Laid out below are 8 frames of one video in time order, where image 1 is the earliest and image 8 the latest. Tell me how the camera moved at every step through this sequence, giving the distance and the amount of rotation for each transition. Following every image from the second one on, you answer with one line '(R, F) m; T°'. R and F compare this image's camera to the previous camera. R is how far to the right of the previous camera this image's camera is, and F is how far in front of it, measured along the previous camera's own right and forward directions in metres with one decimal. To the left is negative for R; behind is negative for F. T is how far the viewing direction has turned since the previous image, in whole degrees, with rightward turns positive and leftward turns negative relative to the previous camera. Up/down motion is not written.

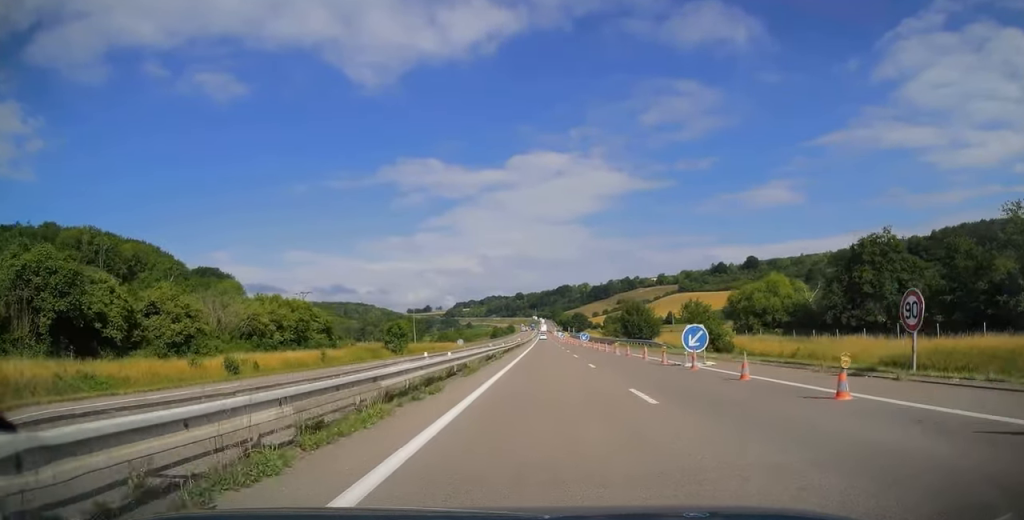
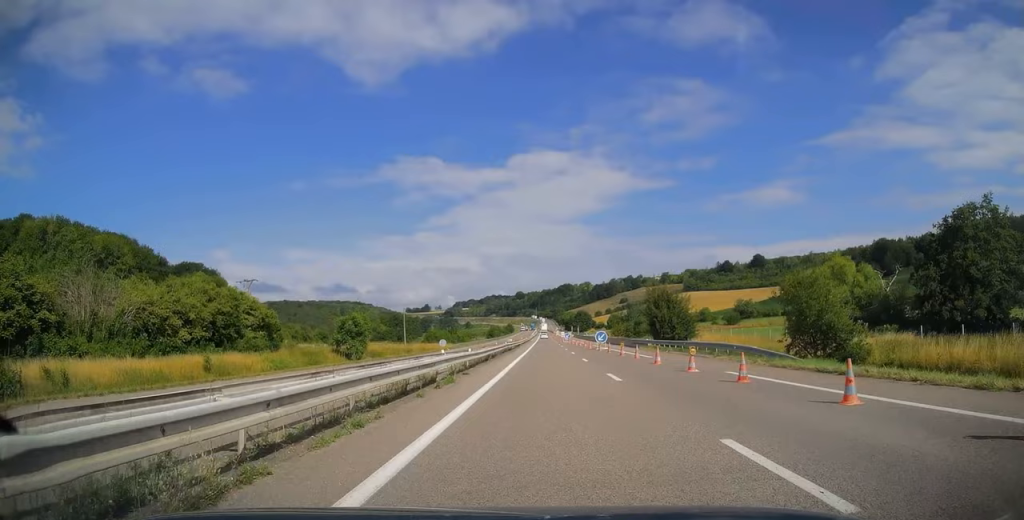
(0.0, +20.5) m; 0°
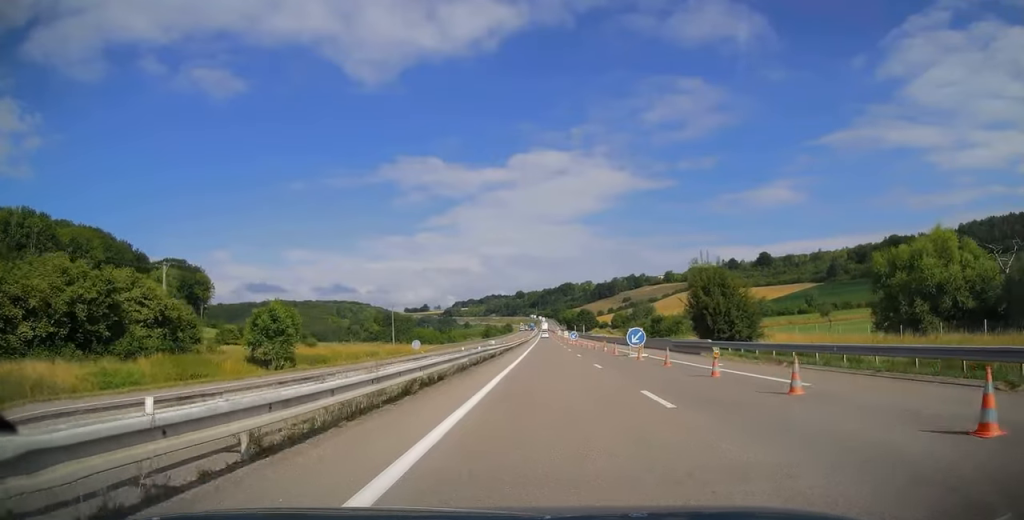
(0.0, +20.1) m; 0°
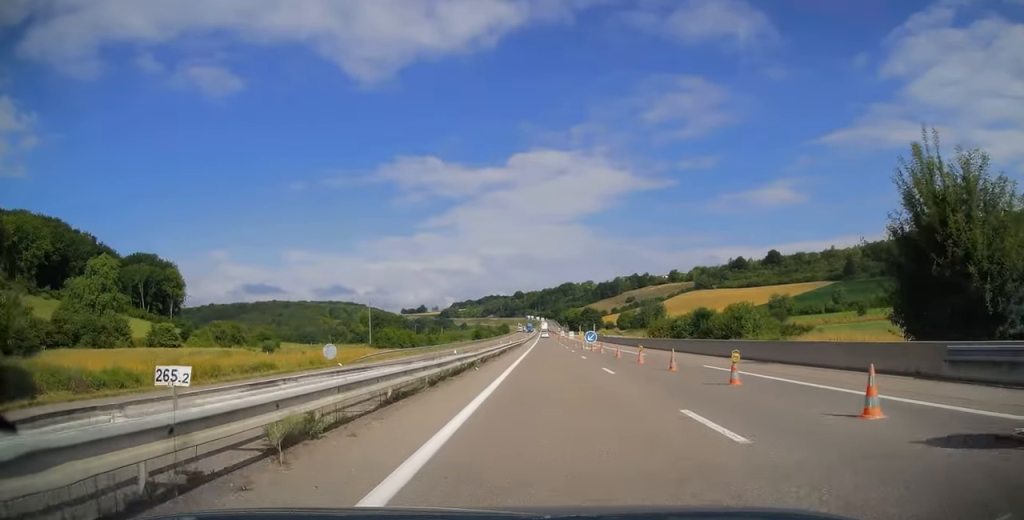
(0.0, +30.0) m; 0°
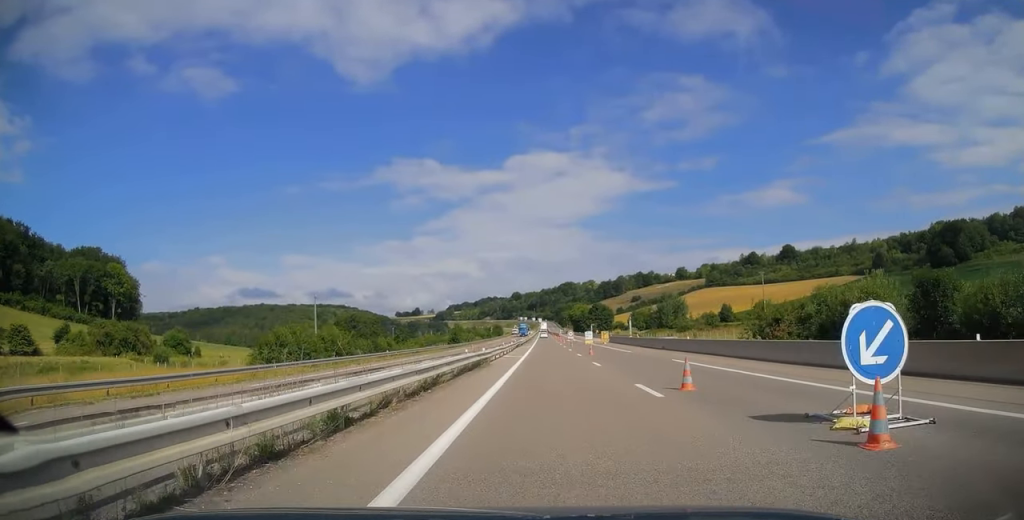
(+0.1, +47.3) m; 0°
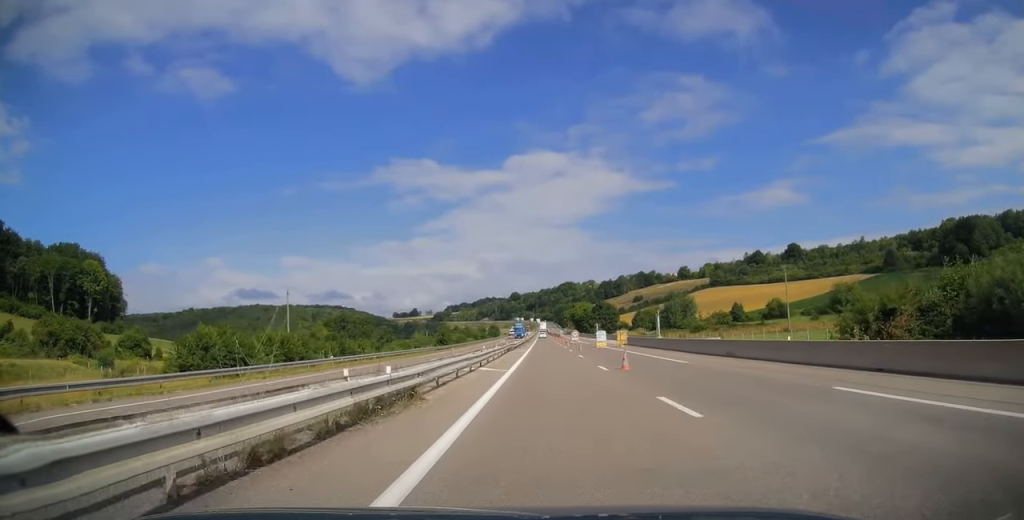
(0.0, +16.5) m; -1°
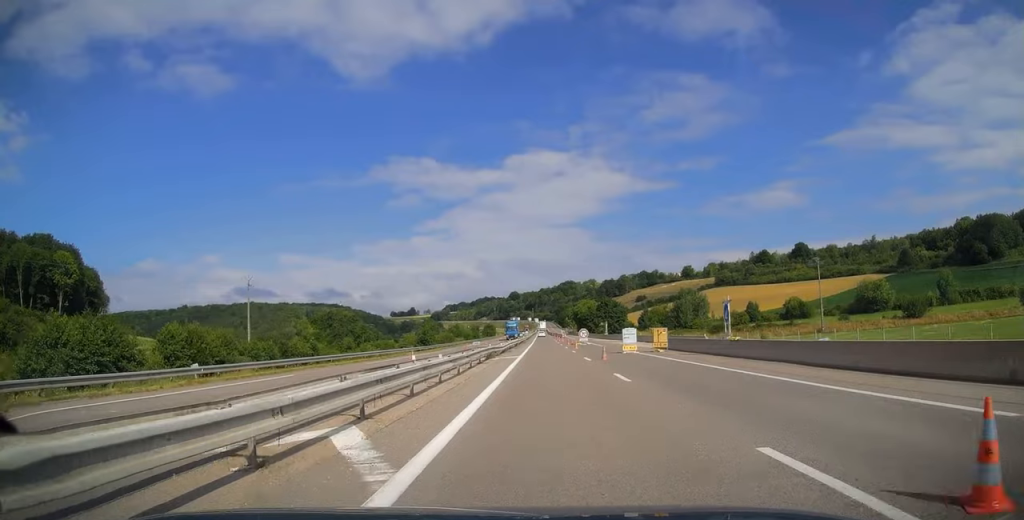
(-0.2, +19.0) m; 0°
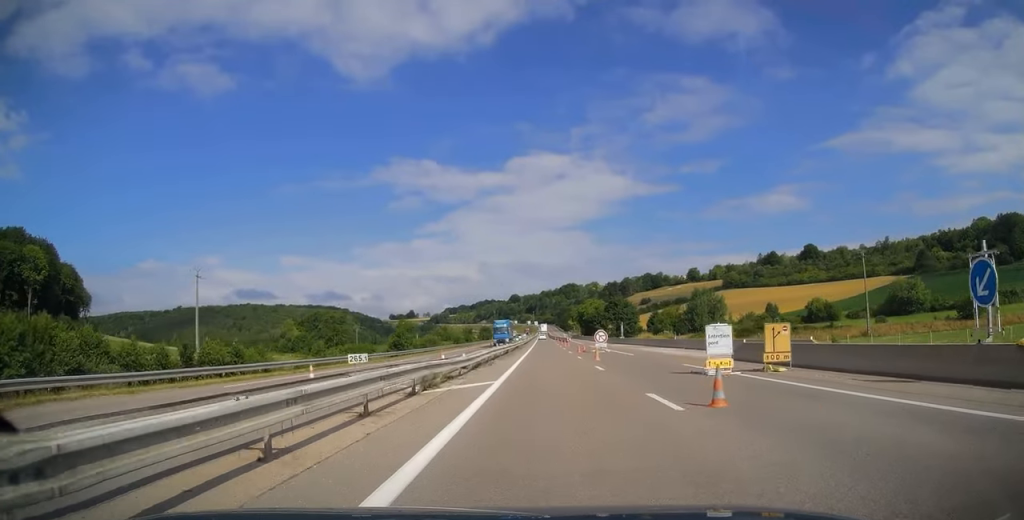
(-0.1, +19.5) m; 0°
